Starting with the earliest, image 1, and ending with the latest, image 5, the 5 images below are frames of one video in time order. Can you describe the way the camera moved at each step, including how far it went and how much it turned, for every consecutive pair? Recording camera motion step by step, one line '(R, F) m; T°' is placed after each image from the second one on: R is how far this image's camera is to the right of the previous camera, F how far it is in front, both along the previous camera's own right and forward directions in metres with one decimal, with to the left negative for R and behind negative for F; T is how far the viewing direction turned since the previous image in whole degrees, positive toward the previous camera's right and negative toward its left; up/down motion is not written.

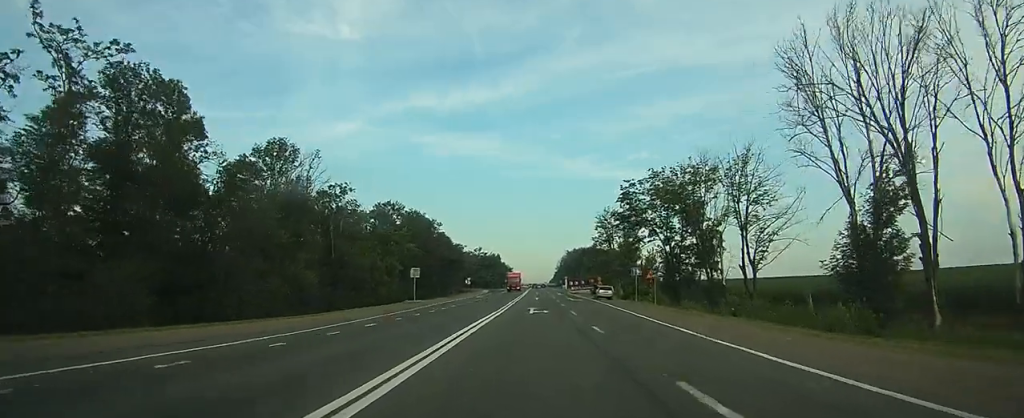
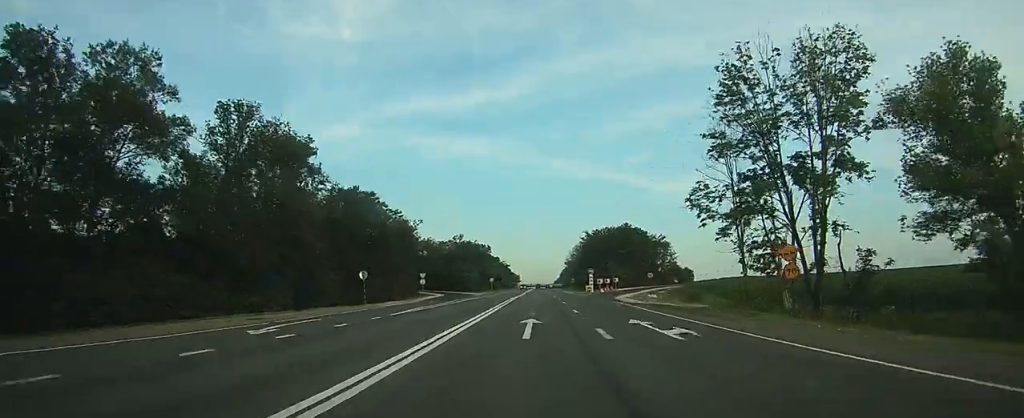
(+0.4, +74.7) m; +1°
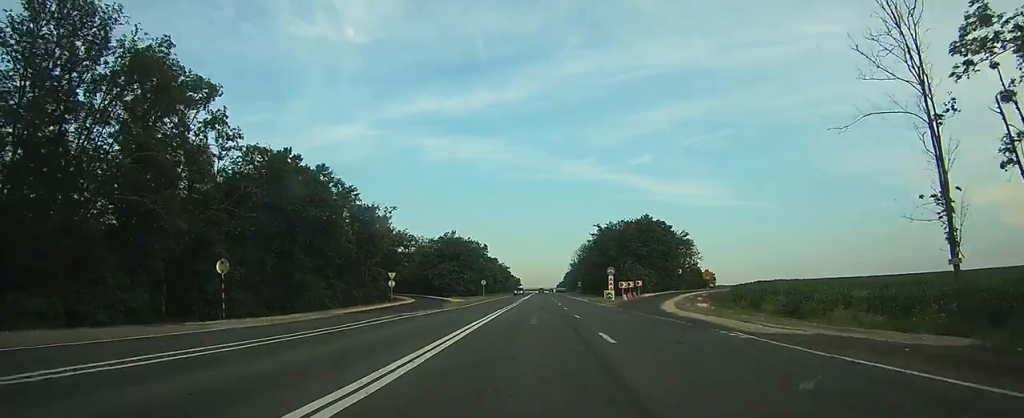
(+0.1, +23.6) m; 0°
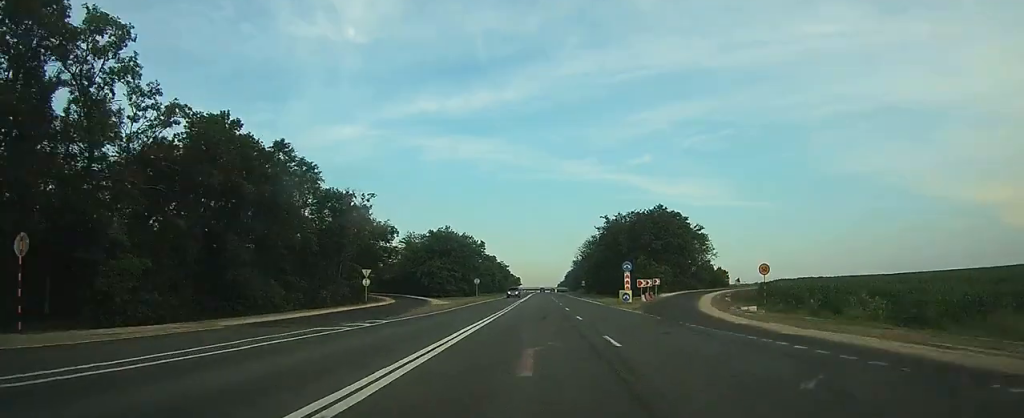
(0.0, +12.6) m; 0°
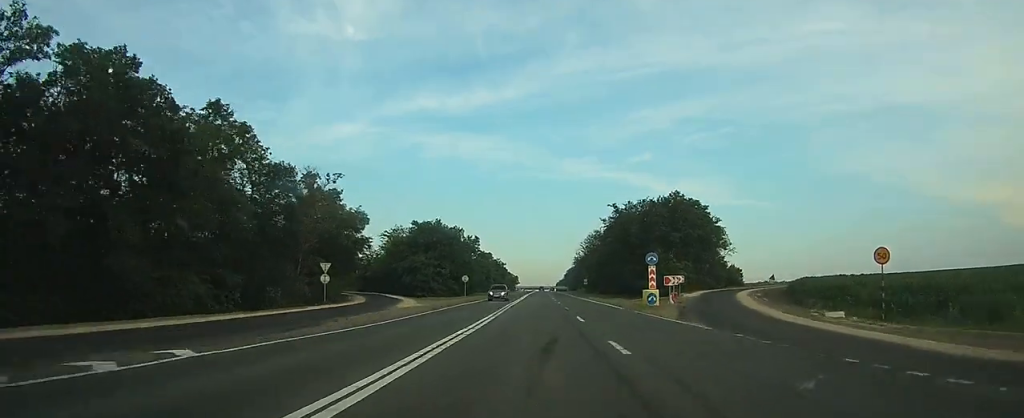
(0.0, +13.4) m; 0°
